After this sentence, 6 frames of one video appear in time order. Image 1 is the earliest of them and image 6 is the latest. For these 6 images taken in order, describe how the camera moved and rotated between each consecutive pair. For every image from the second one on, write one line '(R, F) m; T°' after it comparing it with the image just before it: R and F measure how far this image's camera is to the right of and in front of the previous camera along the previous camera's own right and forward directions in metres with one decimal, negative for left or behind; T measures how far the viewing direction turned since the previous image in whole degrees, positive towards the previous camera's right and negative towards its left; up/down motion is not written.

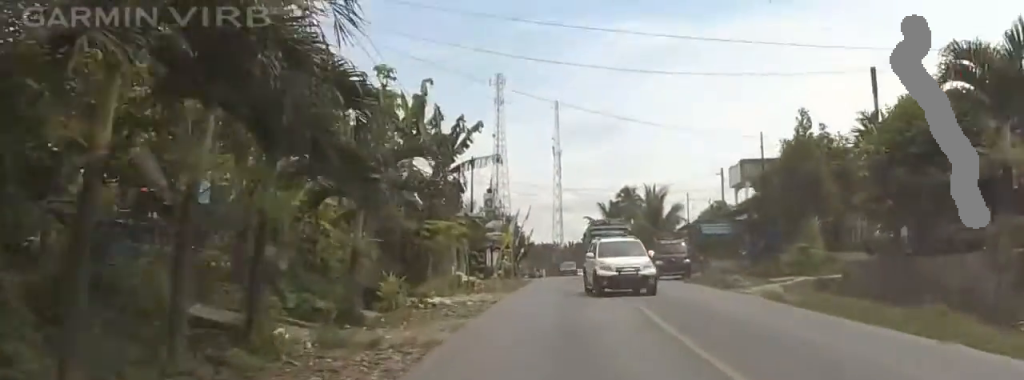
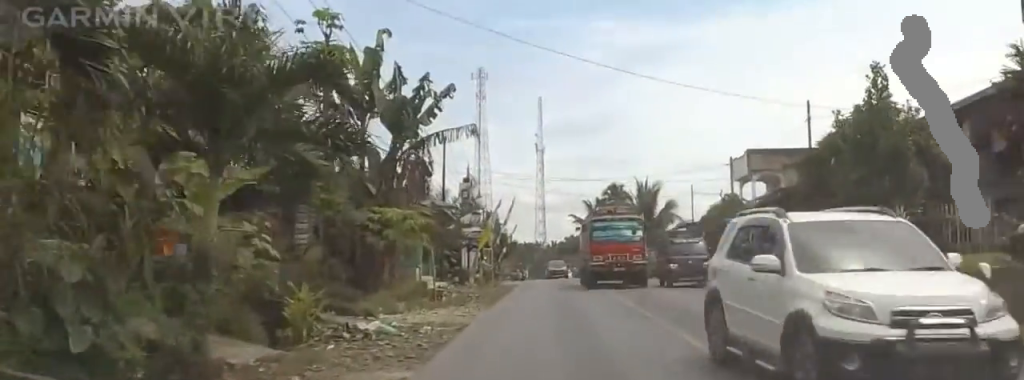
(0.0, +9.0) m; +1°
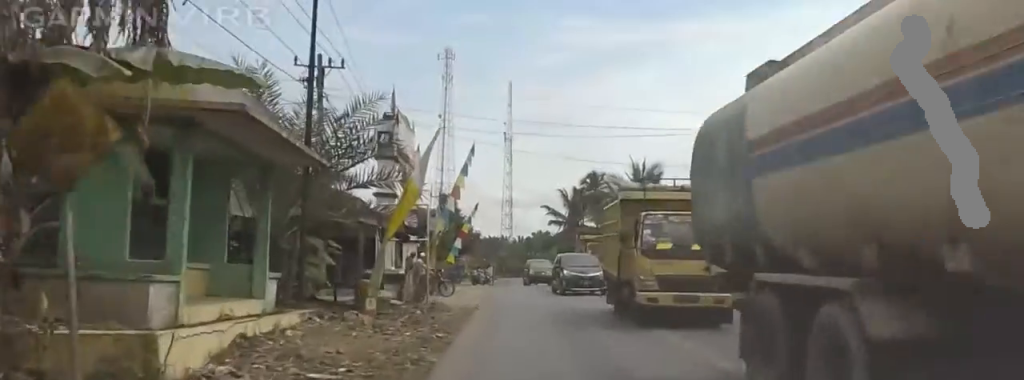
(+2.2, +25.0) m; +11°
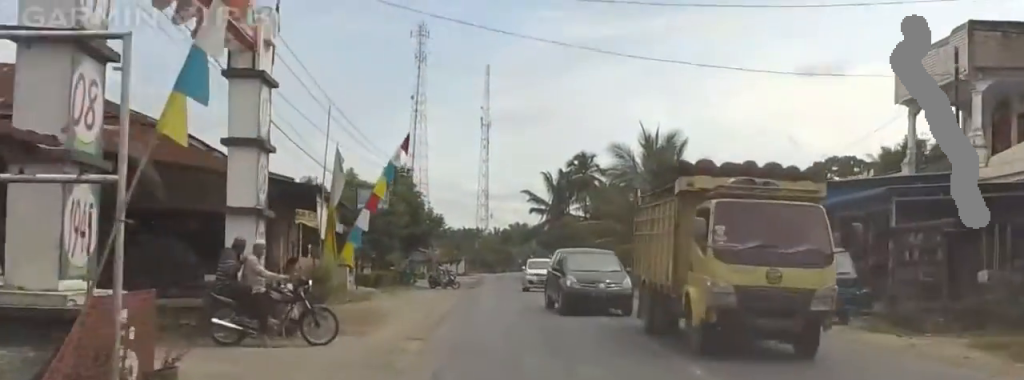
(+0.1, +22.8) m; 0°
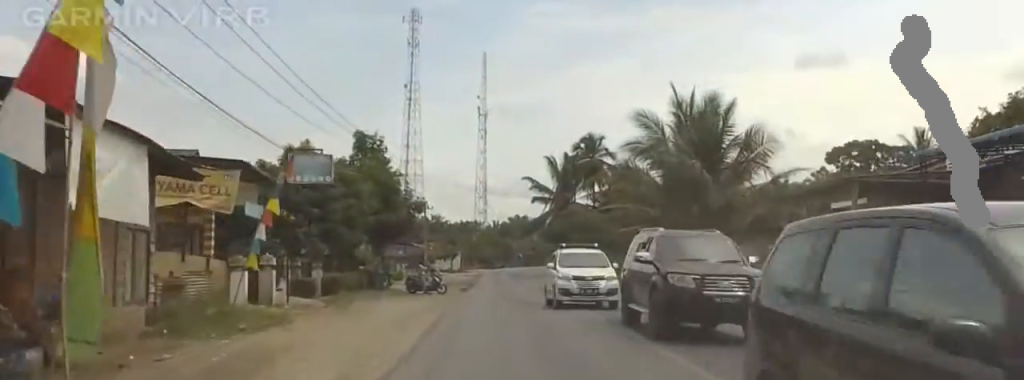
(+0.1, +14.2) m; +5°
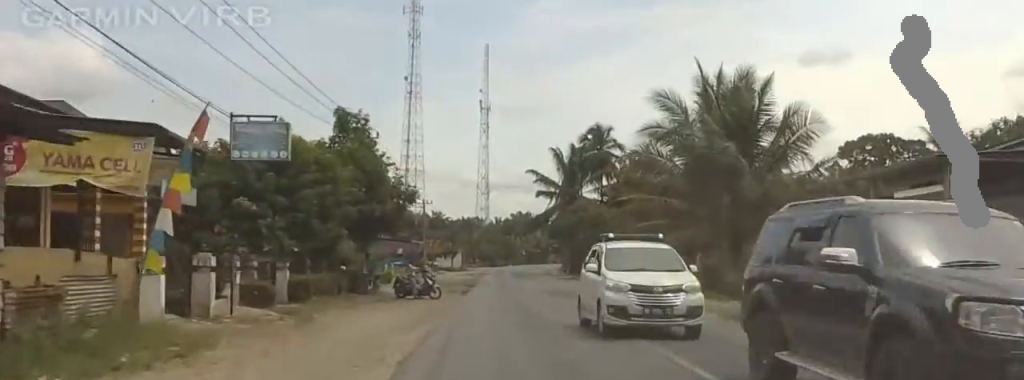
(0.0, +6.4) m; +2°
